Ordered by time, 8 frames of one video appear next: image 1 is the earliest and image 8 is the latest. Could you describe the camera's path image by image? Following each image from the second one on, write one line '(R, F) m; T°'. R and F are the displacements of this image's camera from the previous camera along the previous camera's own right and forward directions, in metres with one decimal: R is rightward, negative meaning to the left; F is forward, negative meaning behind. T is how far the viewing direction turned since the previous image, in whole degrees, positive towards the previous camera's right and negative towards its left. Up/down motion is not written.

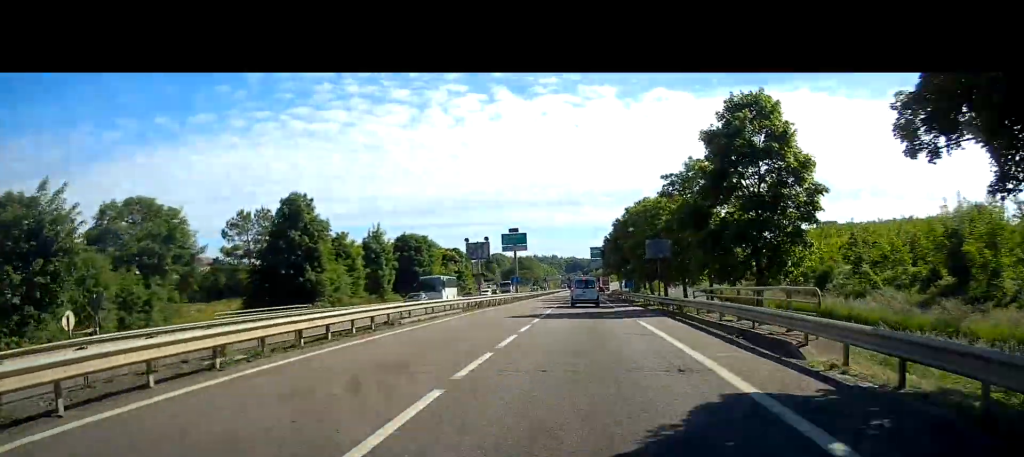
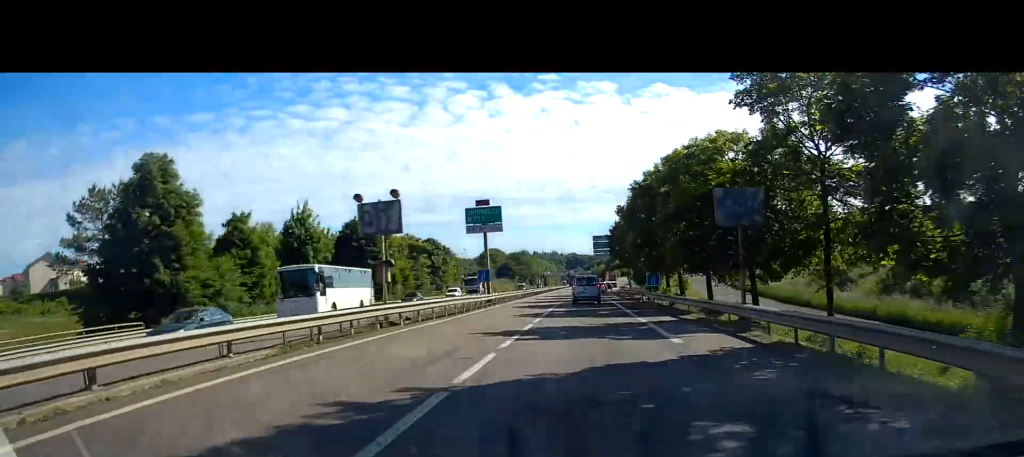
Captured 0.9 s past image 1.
(-0.1, +21.3) m; 0°
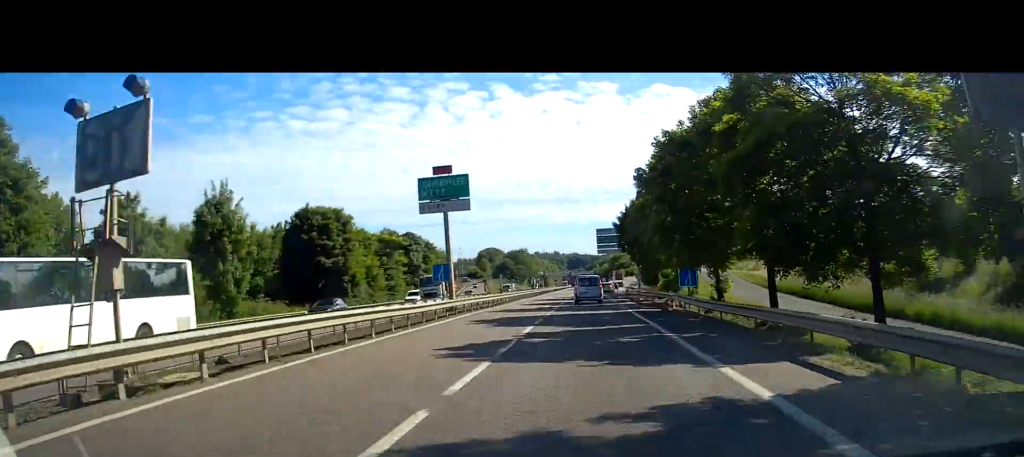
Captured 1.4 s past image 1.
(0.0, +13.8) m; 0°
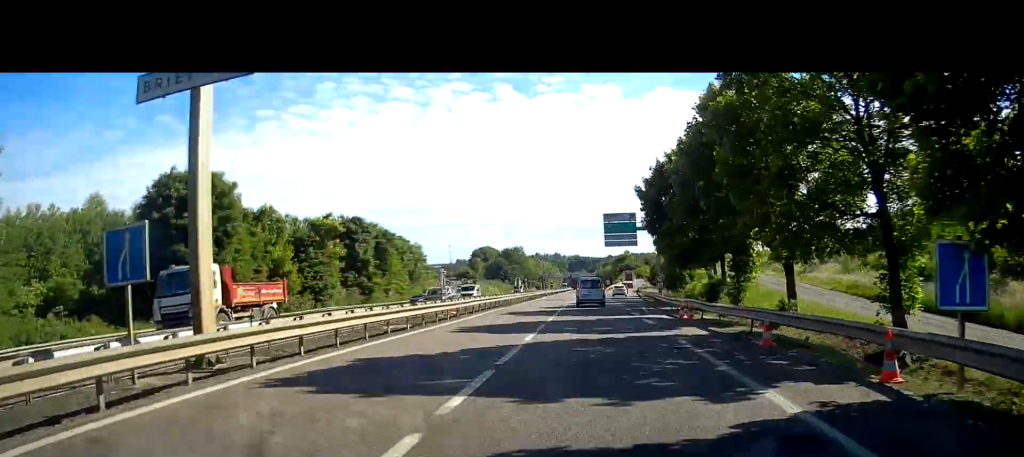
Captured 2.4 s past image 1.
(+0.1, +22.3) m; 0°
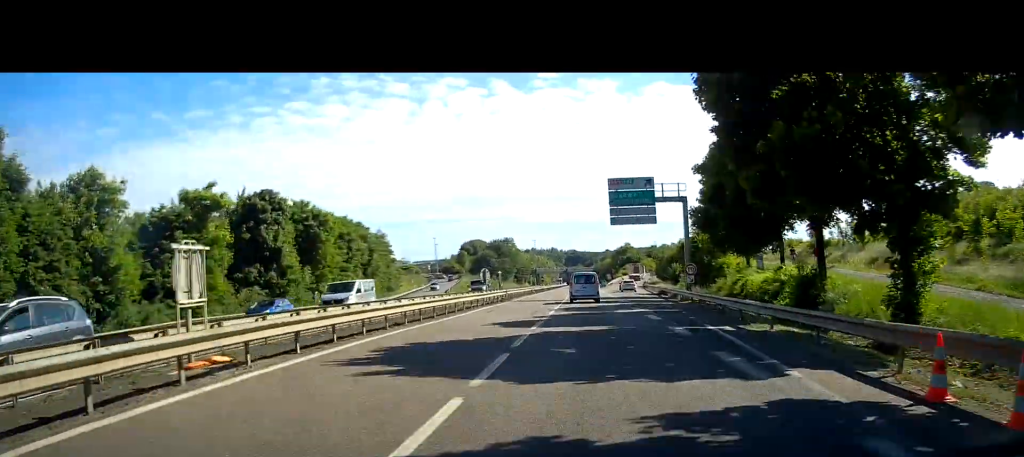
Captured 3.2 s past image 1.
(+0.1, +19.6) m; 0°
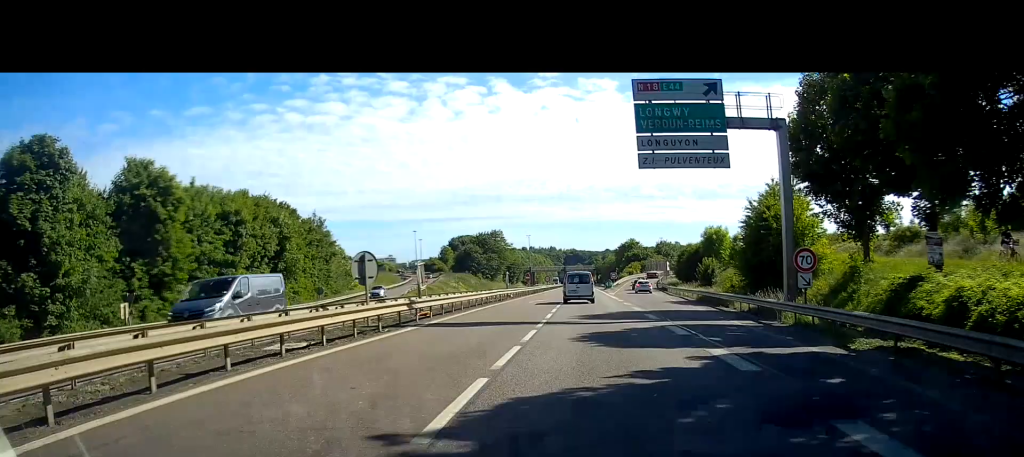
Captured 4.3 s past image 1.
(-0.1, +24.6) m; 0°
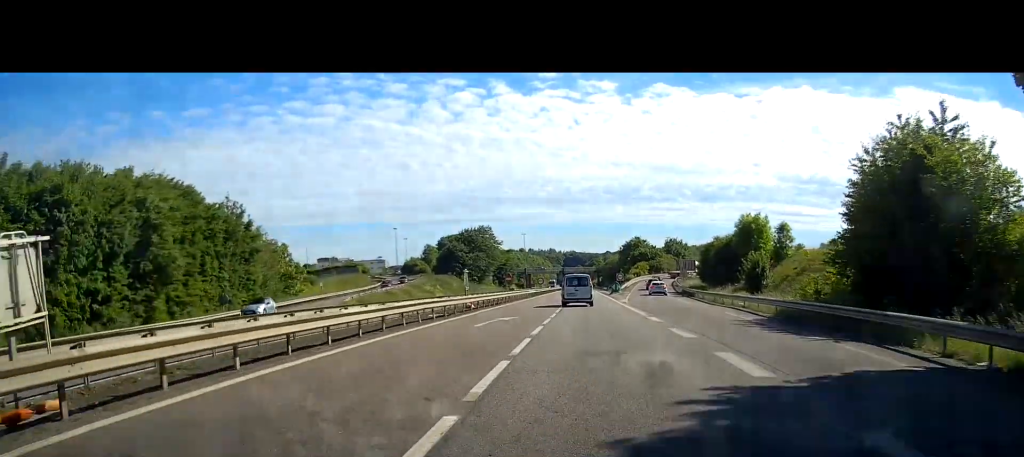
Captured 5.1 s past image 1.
(+0.1, +19.6) m; +1°
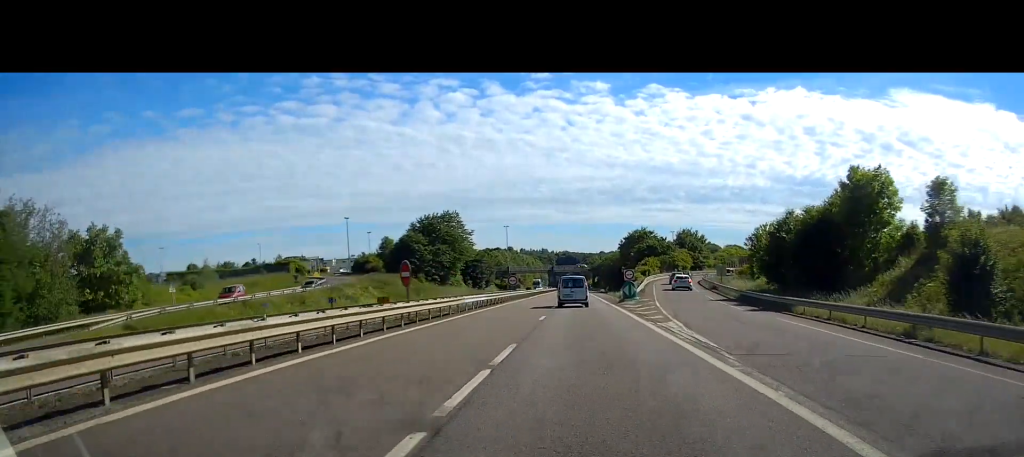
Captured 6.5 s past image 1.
(+0.3, +31.1) m; +1°
